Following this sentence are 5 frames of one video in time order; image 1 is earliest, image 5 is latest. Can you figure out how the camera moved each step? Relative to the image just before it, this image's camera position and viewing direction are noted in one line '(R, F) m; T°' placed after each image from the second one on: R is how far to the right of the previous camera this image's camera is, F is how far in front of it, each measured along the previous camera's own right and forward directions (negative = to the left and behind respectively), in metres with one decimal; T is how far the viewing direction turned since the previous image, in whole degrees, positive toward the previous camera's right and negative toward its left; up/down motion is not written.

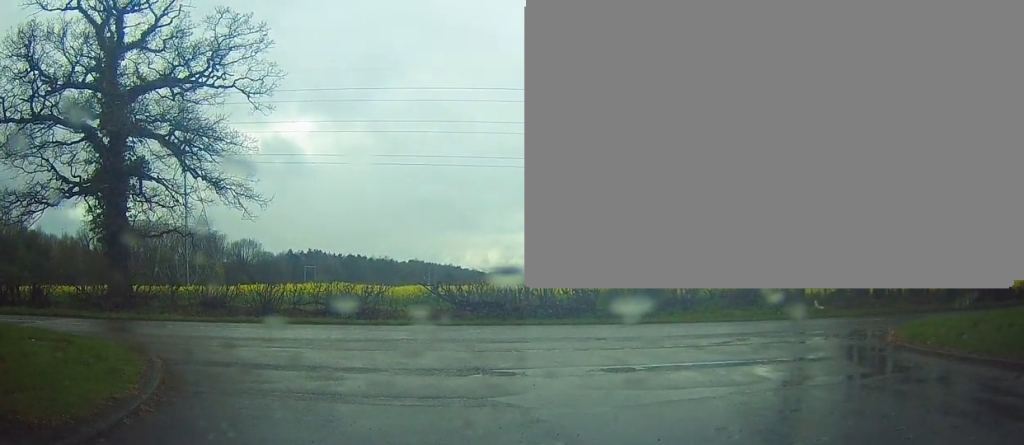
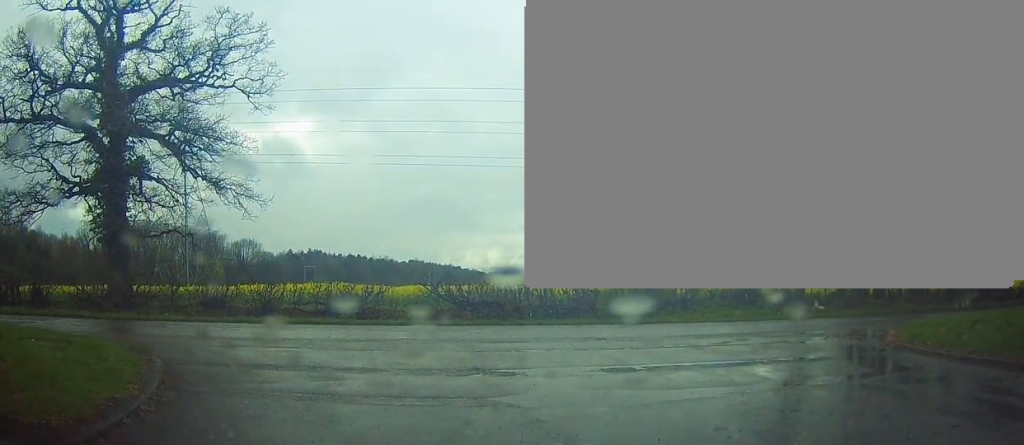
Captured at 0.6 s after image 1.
(0.0, 0.0) m; 0°
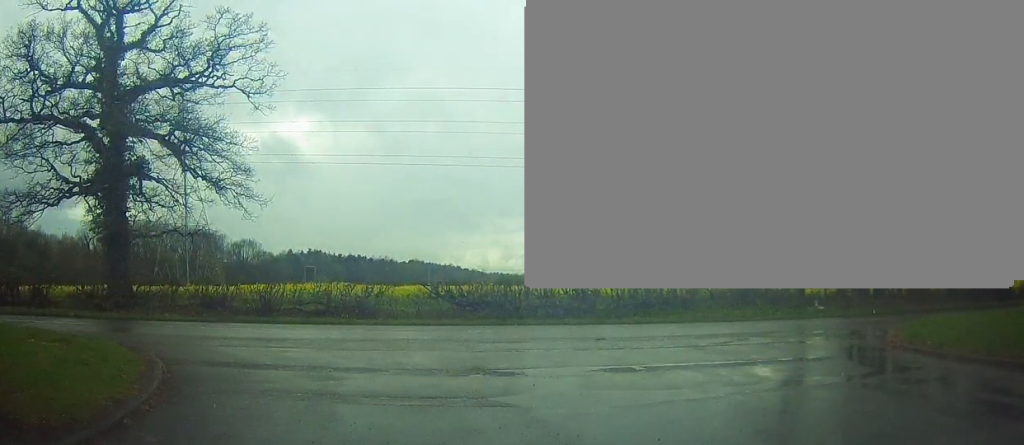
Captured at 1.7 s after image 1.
(0.0, 0.0) m; 0°
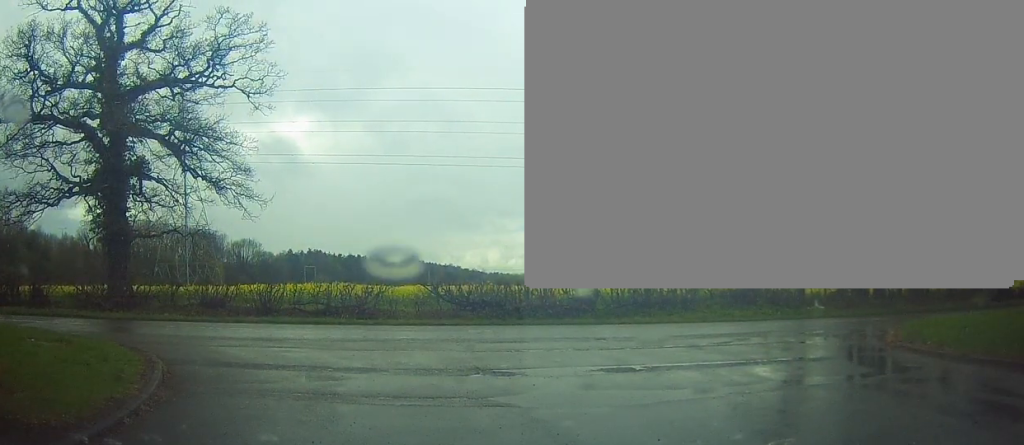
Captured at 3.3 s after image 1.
(0.0, 0.0) m; 0°
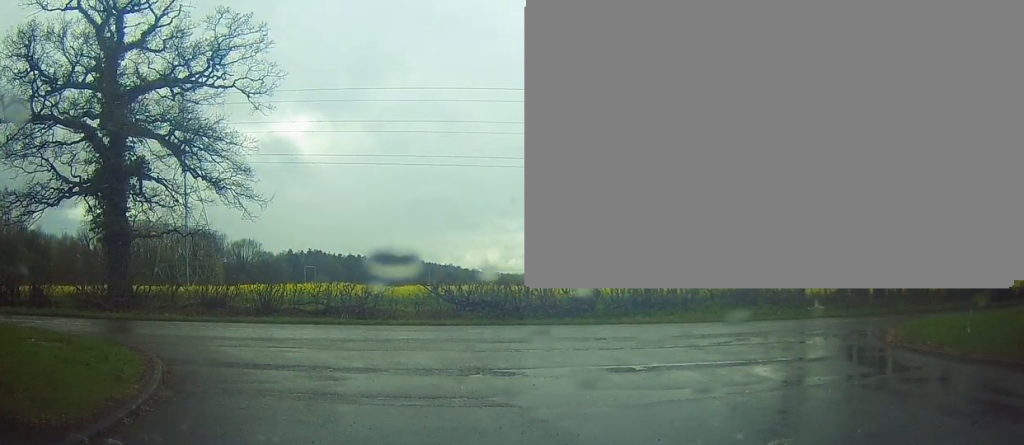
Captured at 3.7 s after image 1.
(0.0, 0.0) m; 0°
